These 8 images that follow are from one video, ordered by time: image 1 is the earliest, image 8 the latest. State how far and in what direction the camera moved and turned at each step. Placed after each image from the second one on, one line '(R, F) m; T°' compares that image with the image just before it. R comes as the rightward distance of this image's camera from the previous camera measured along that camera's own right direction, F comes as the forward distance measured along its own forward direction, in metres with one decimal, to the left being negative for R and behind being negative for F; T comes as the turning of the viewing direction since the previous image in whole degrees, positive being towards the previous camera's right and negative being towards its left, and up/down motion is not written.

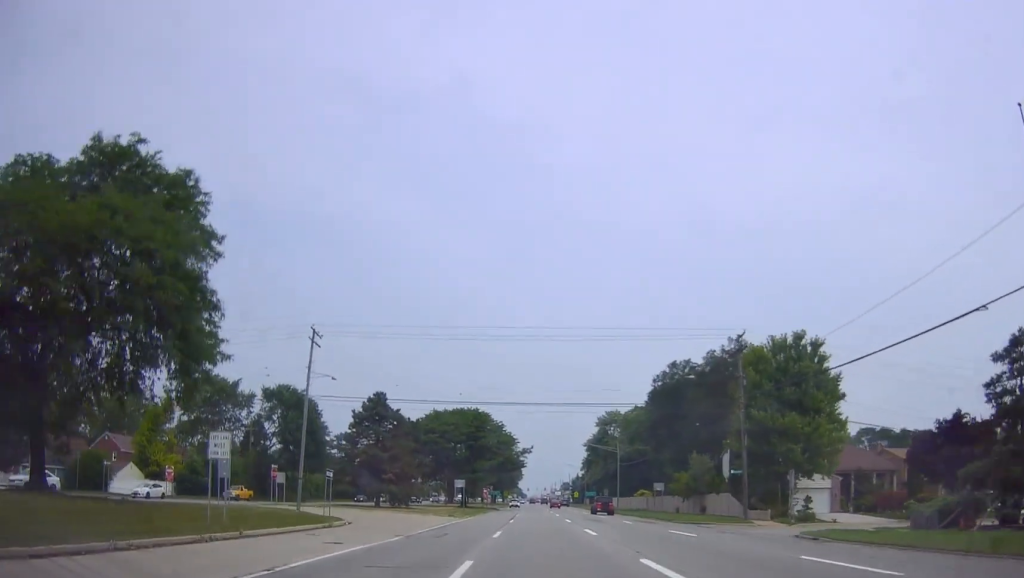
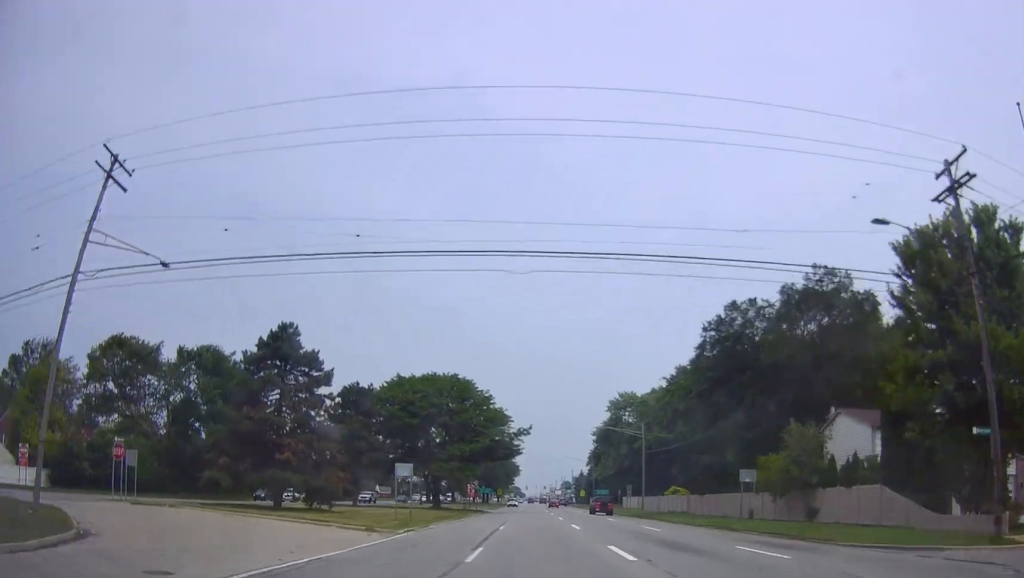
(-0.7, +25.0) m; -1°
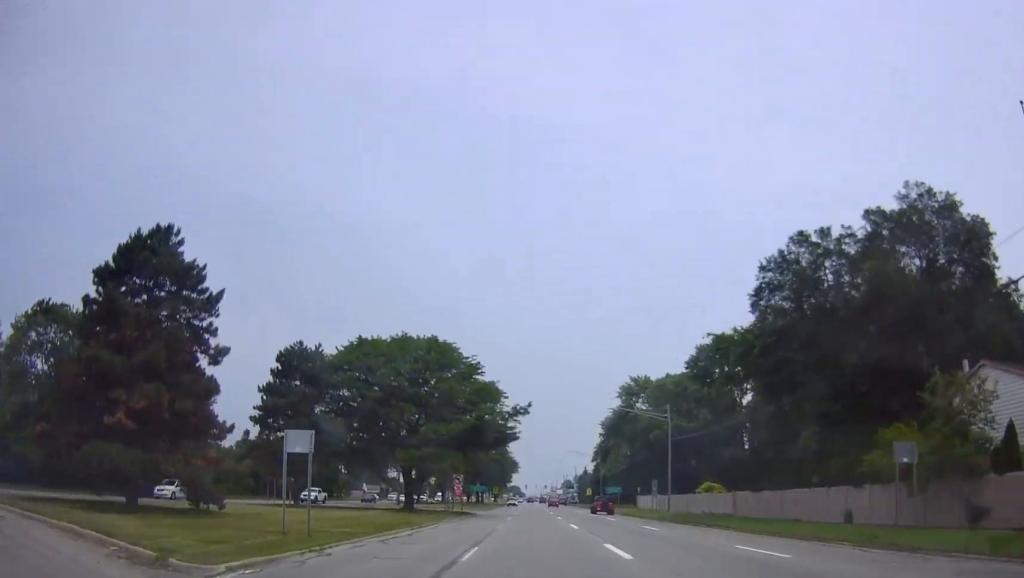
(+0.3, +15.5) m; +1°
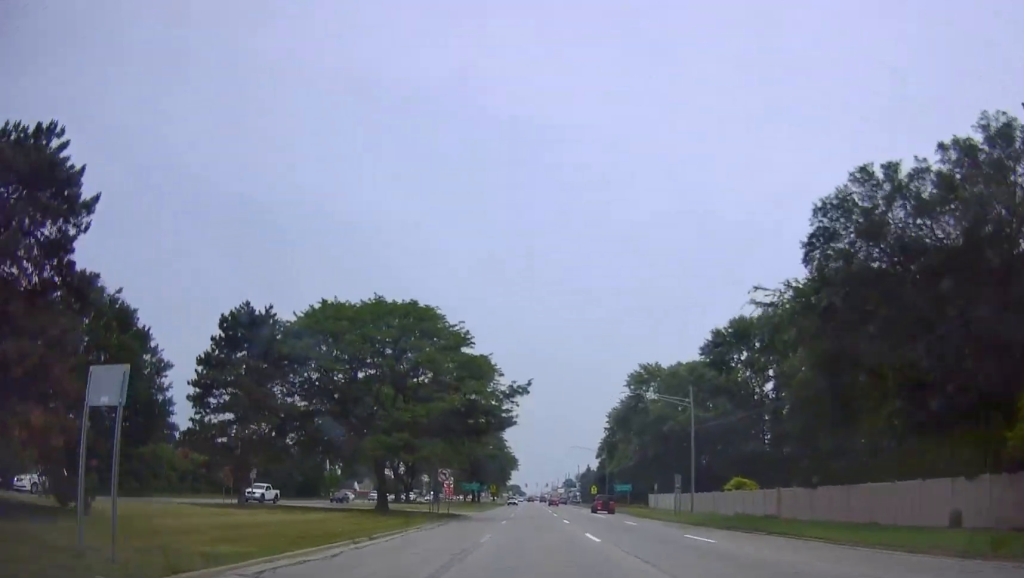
(+0.2, +9.4) m; +1°
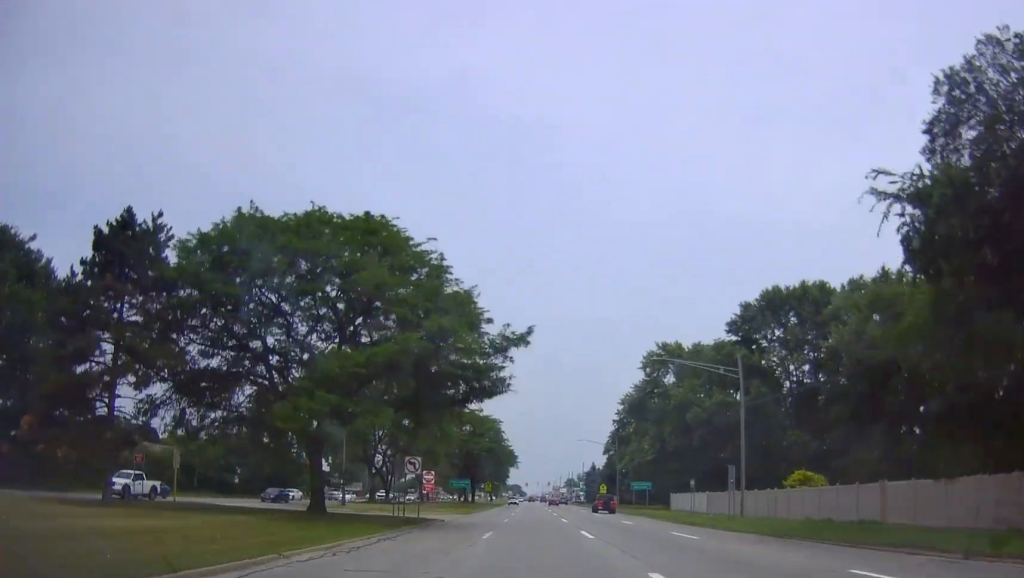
(0.0, +13.5) m; -1°
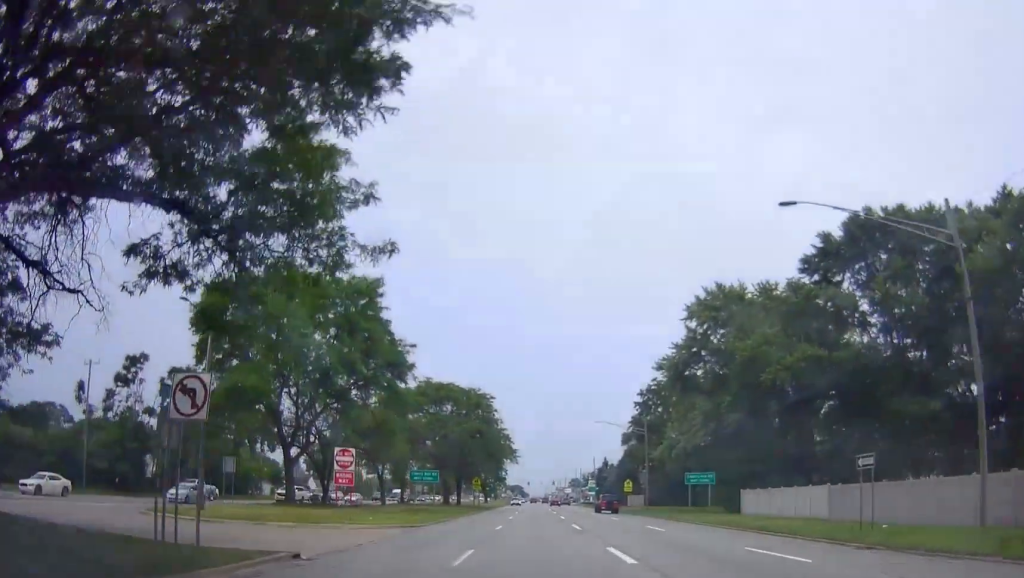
(-0.4, +25.1) m; 0°
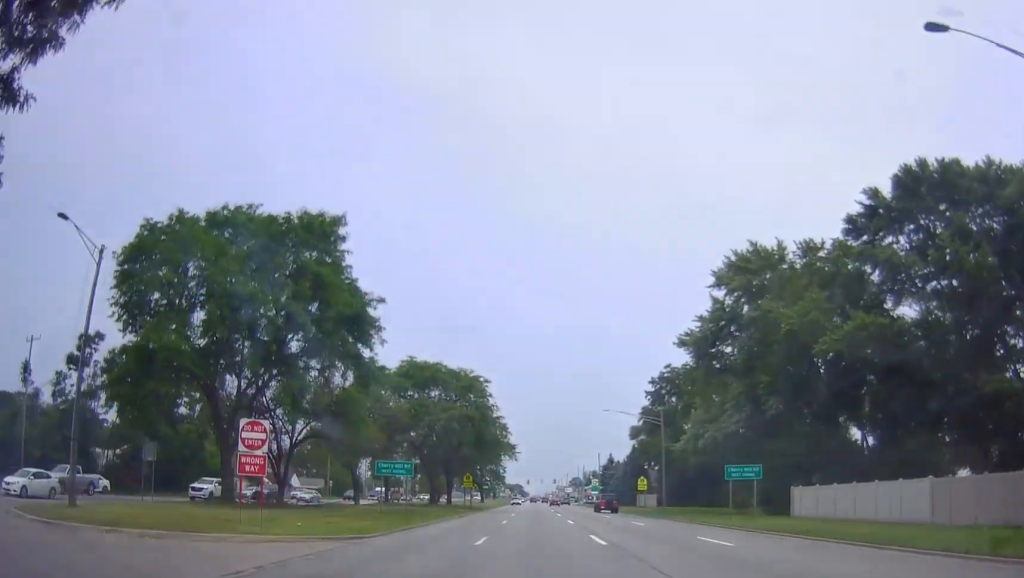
(+0.2, +10.2) m; 0°
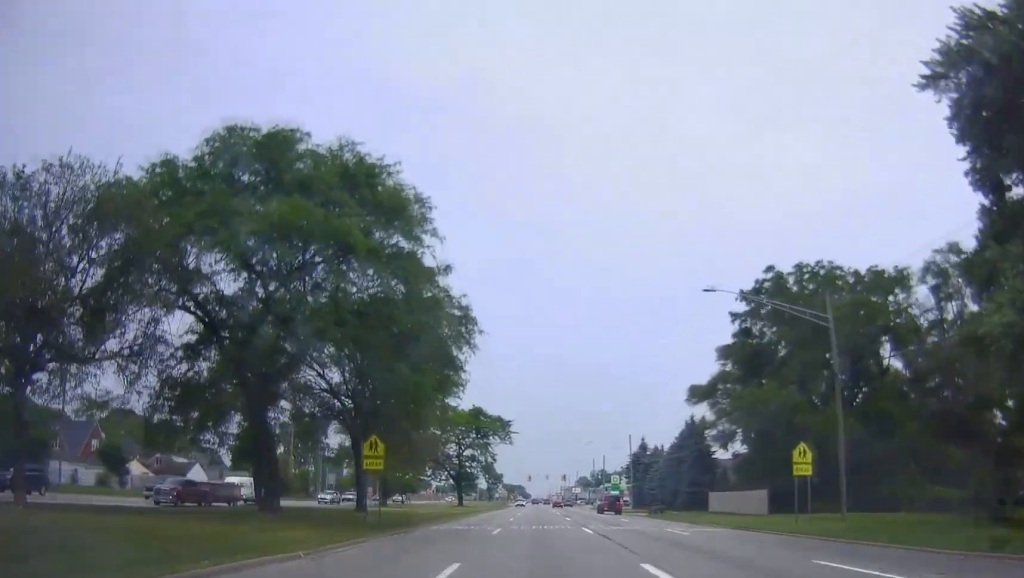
(-0.4, +40.8) m; 0°
